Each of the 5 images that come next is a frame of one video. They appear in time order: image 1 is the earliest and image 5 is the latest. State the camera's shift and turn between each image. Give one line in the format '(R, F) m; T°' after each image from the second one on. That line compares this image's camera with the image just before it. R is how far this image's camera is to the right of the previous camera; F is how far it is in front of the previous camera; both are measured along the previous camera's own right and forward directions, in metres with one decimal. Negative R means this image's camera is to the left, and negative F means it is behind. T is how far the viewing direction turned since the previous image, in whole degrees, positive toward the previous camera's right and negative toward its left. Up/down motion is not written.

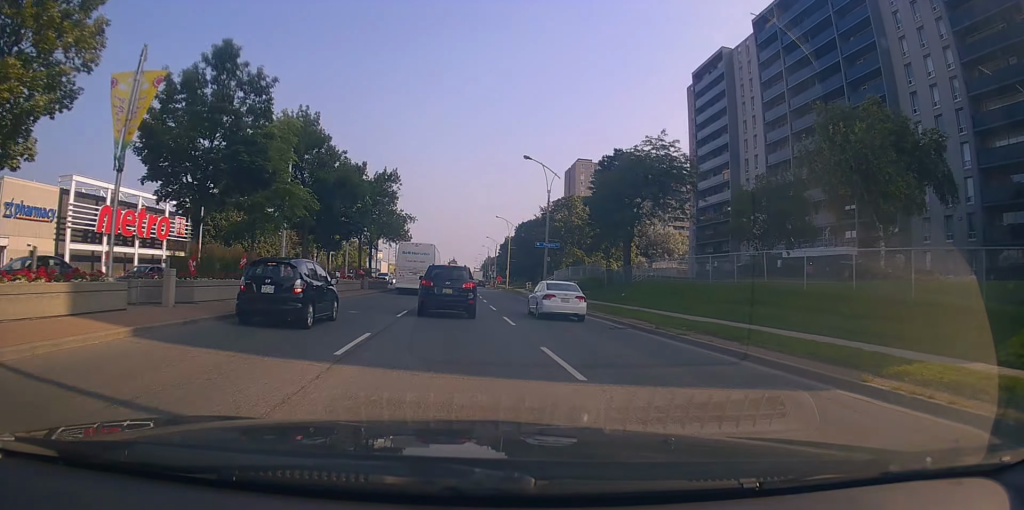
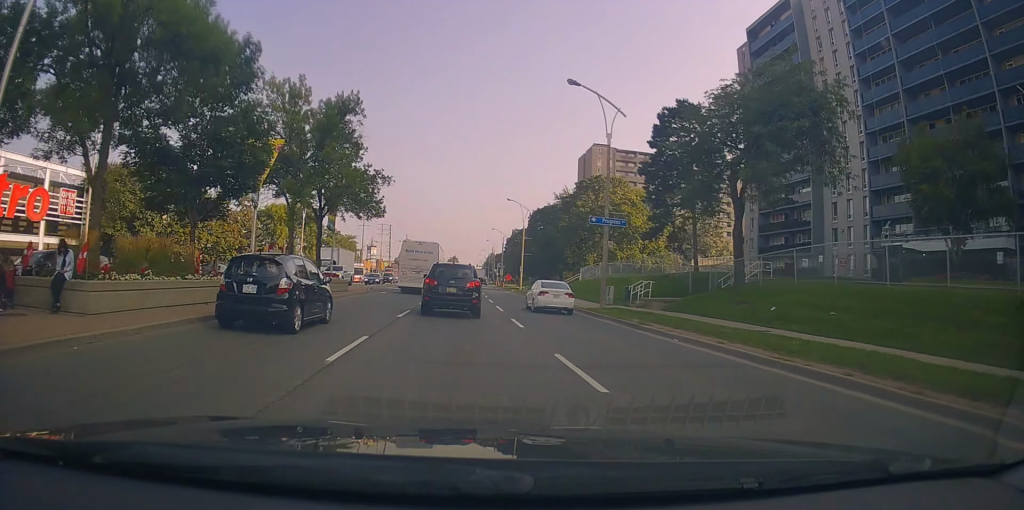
(-0.8, +18.8) m; -3°
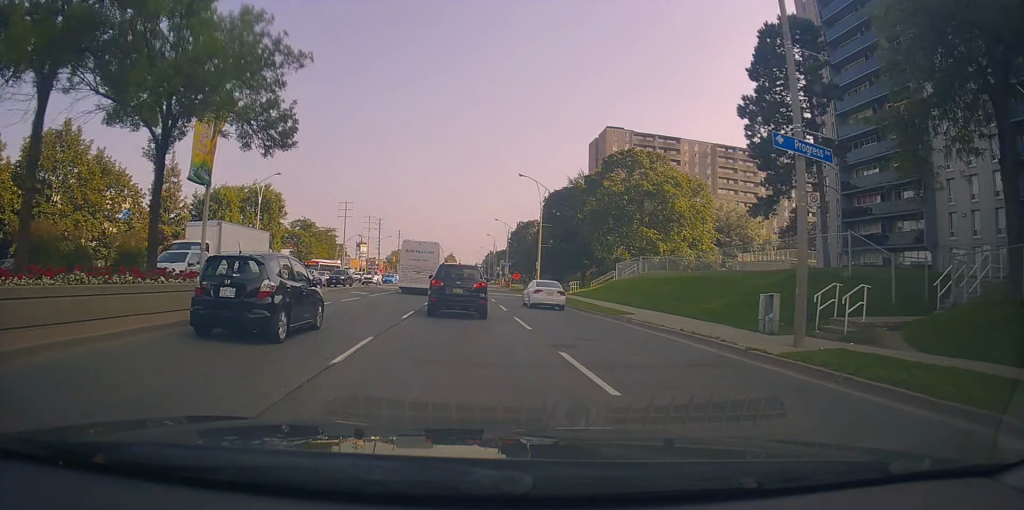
(+0.3, +17.5) m; +4°
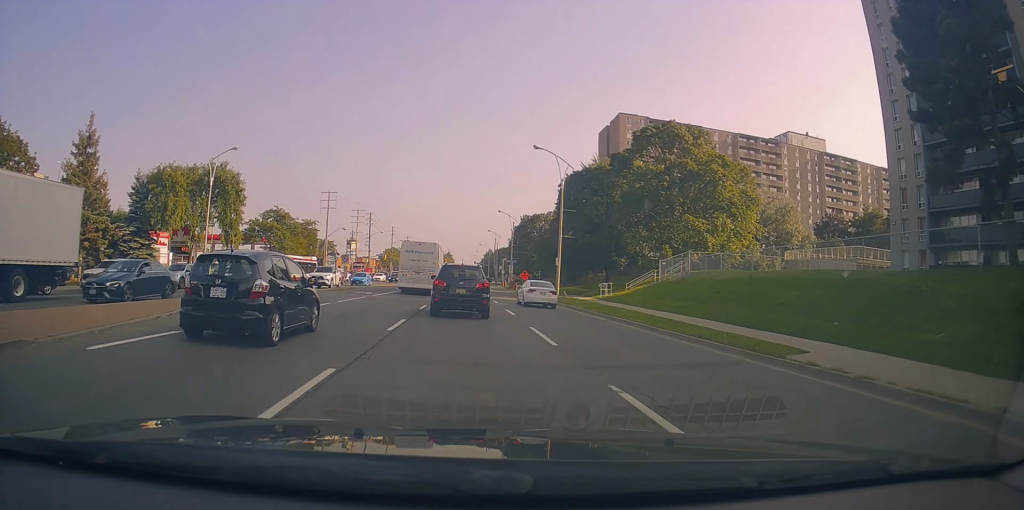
(+0.3, +12.9) m; -1°
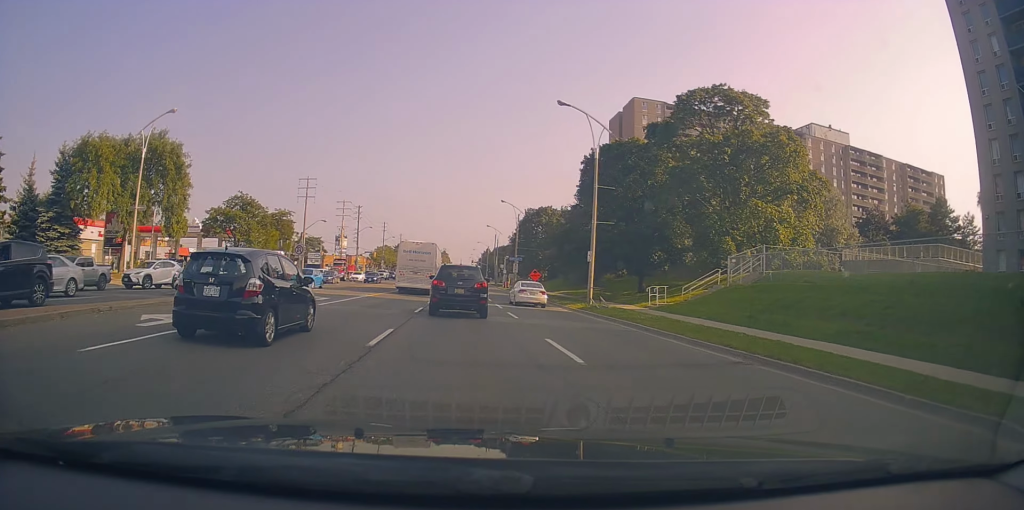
(-0.6, +12.0) m; +1°
